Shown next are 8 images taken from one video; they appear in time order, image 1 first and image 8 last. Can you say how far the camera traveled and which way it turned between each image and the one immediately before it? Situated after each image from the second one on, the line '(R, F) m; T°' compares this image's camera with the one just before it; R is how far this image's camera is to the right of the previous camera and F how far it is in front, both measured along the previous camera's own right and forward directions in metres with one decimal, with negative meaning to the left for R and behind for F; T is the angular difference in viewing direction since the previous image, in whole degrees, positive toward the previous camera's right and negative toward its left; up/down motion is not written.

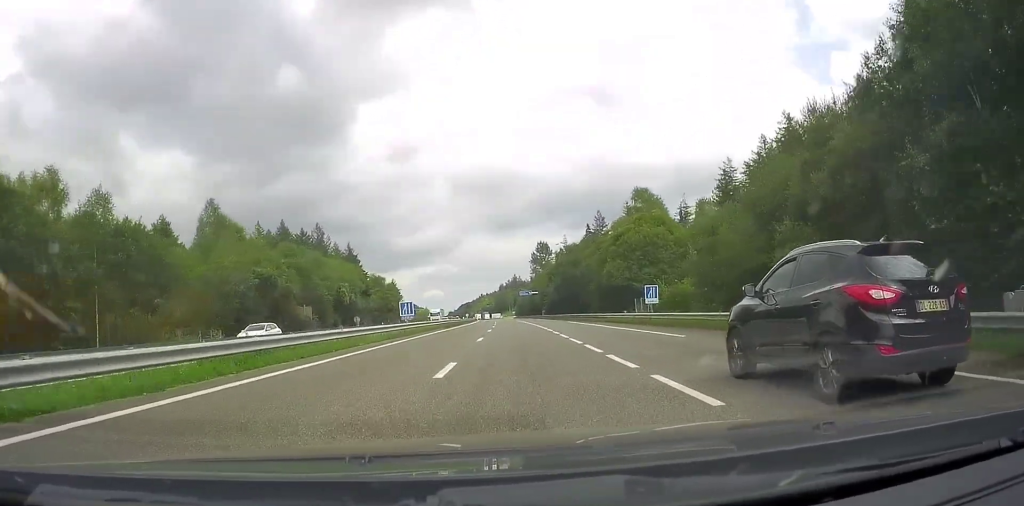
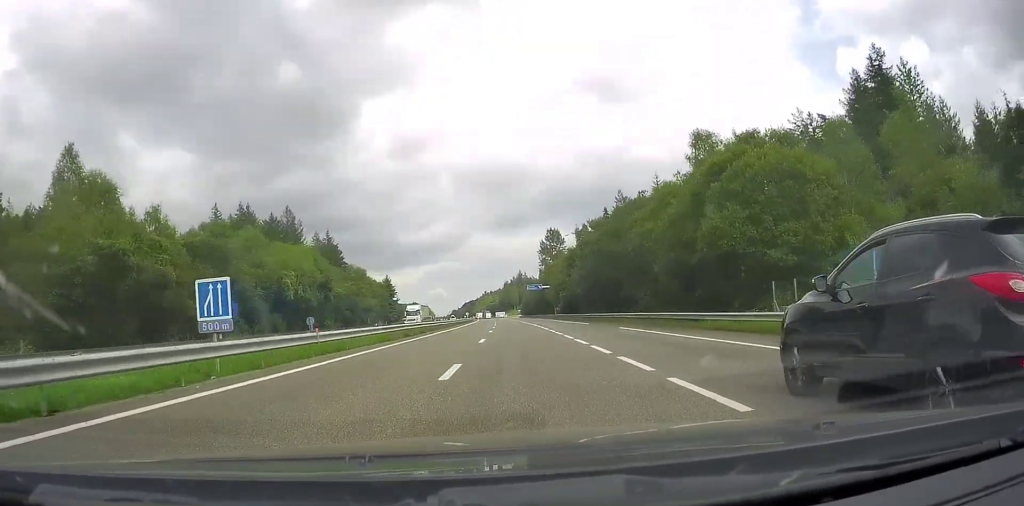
(-0.3, +26.3) m; 0°
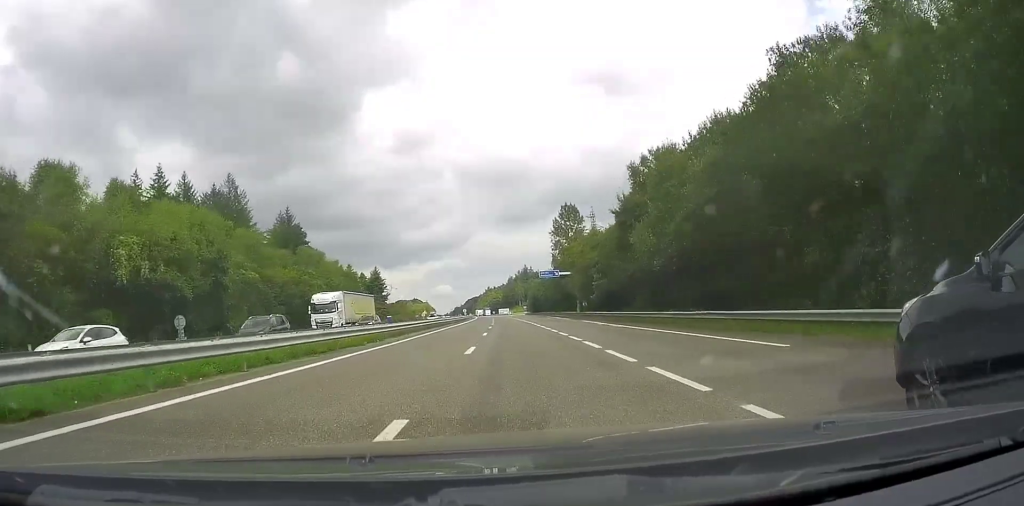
(-0.1, +32.9) m; 0°
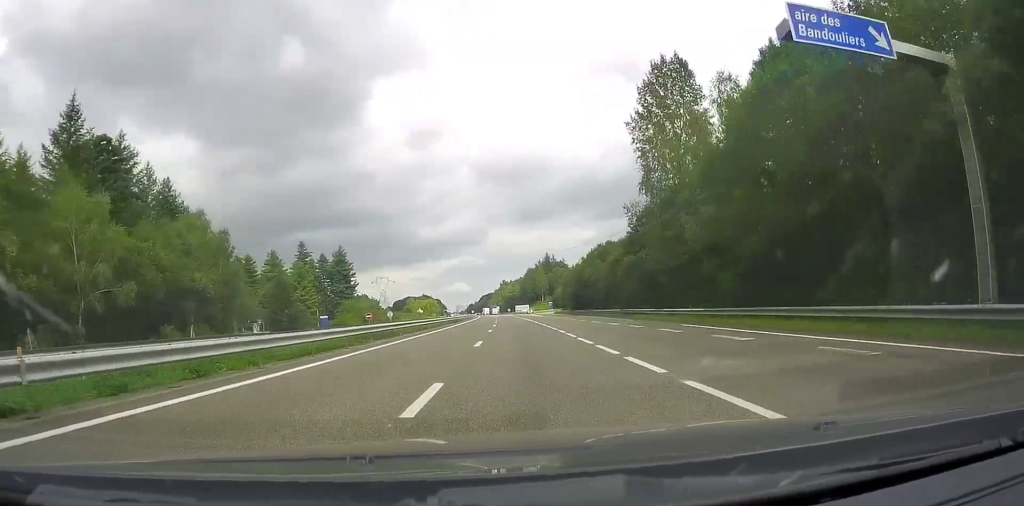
(-1.5, +74.9) m; -2°
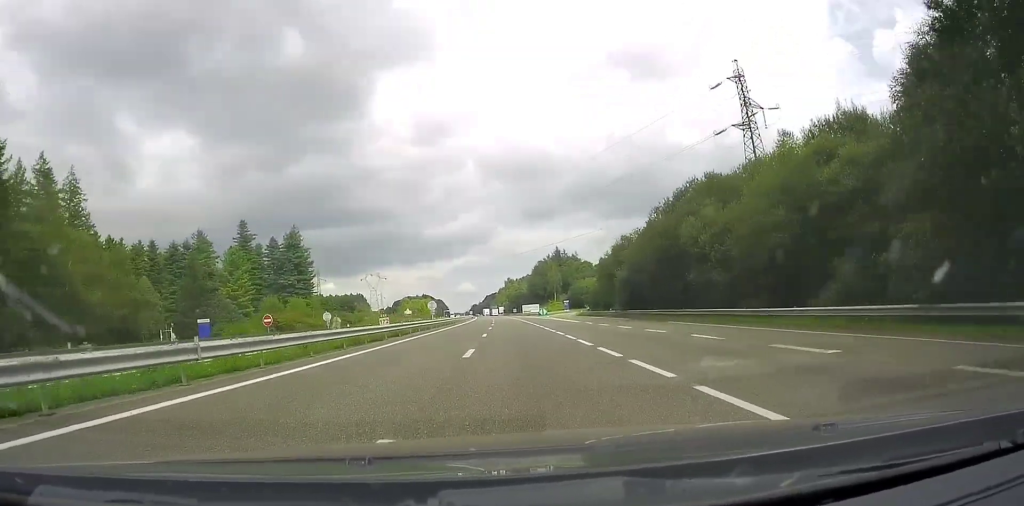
(0.0, +43.7) m; 0°
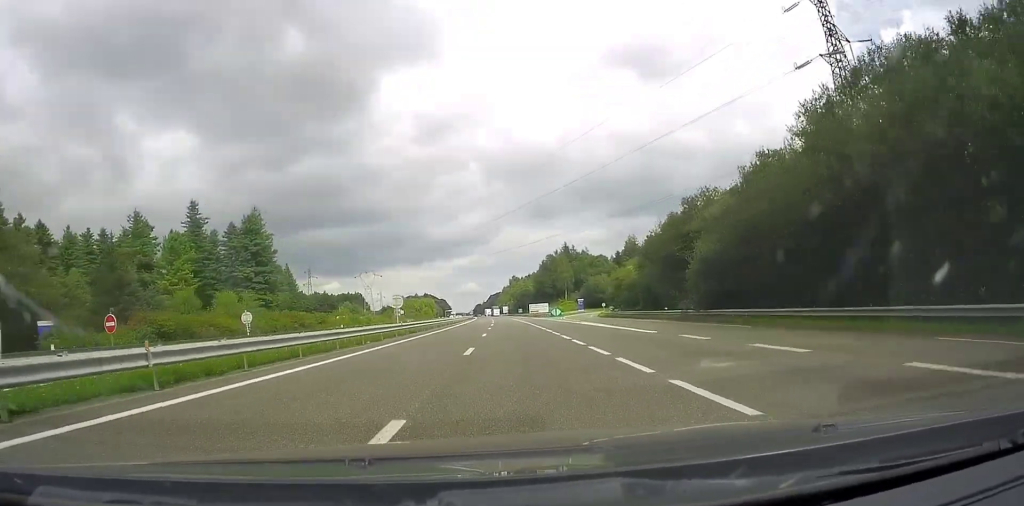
(+0.1, +25.0) m; -1°
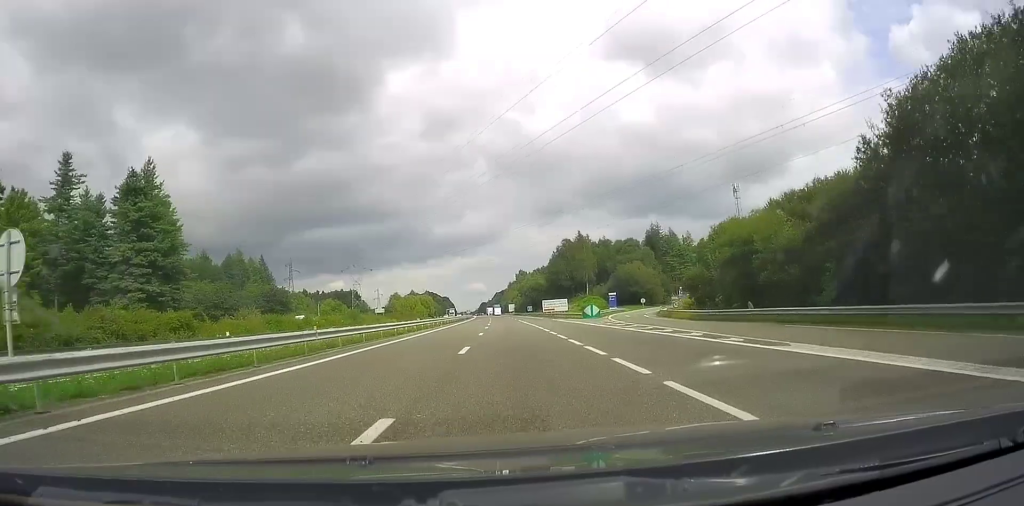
(-0.5, +39.6) m; -1°
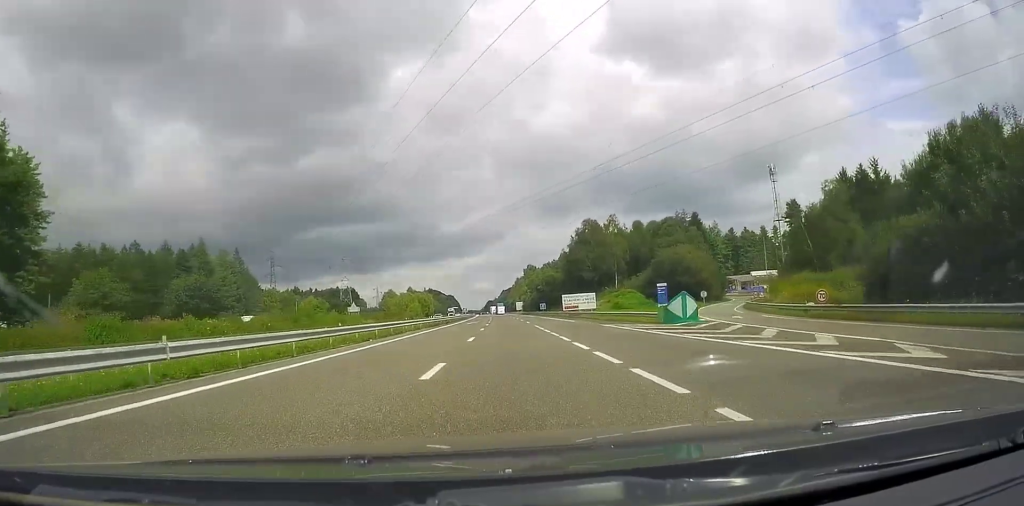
(0.0, +32.8) m; -1°
